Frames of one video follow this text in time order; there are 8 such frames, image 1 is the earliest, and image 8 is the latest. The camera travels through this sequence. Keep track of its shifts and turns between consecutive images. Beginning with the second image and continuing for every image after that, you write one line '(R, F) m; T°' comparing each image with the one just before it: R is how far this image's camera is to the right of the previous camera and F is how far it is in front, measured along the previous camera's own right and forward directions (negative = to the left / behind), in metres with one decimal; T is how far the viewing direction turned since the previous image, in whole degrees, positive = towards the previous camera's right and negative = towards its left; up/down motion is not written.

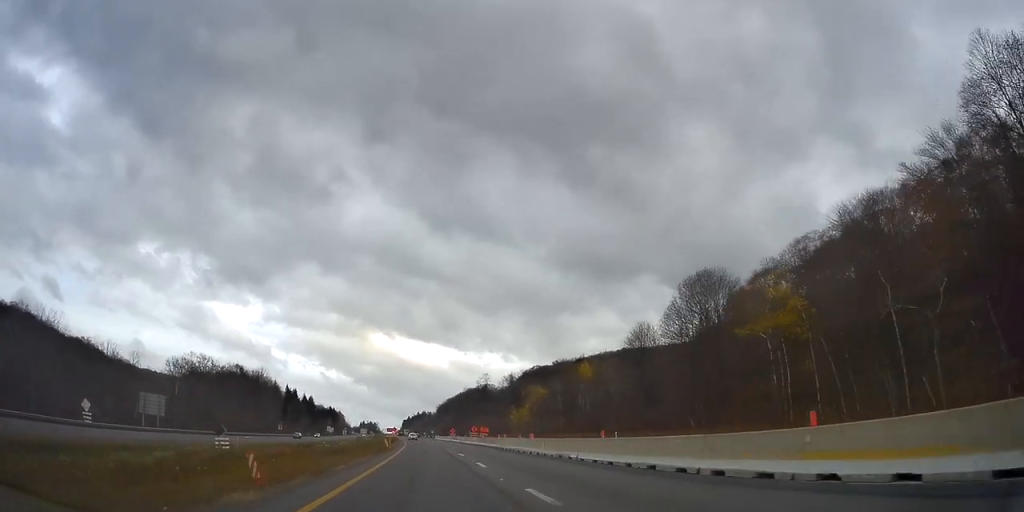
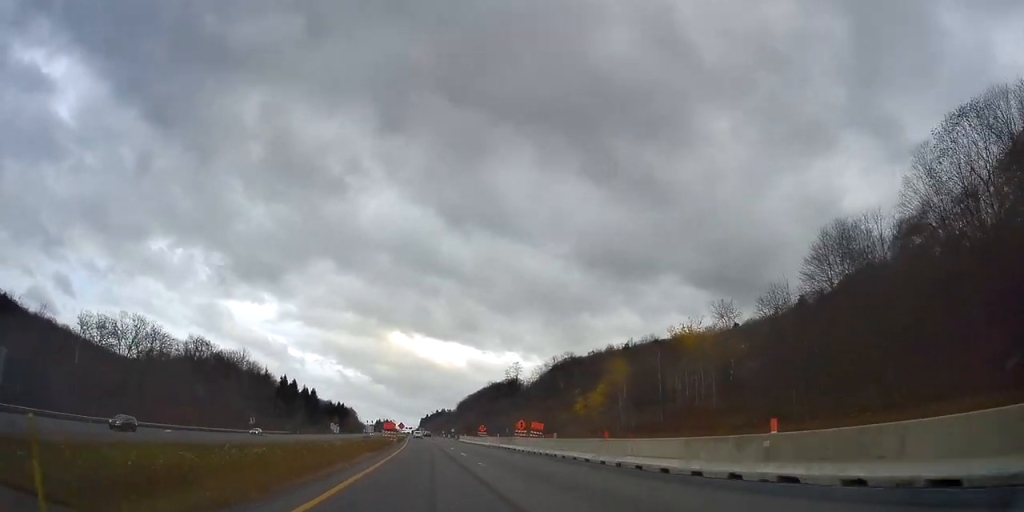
(-1.1, +50.2) m; -3°
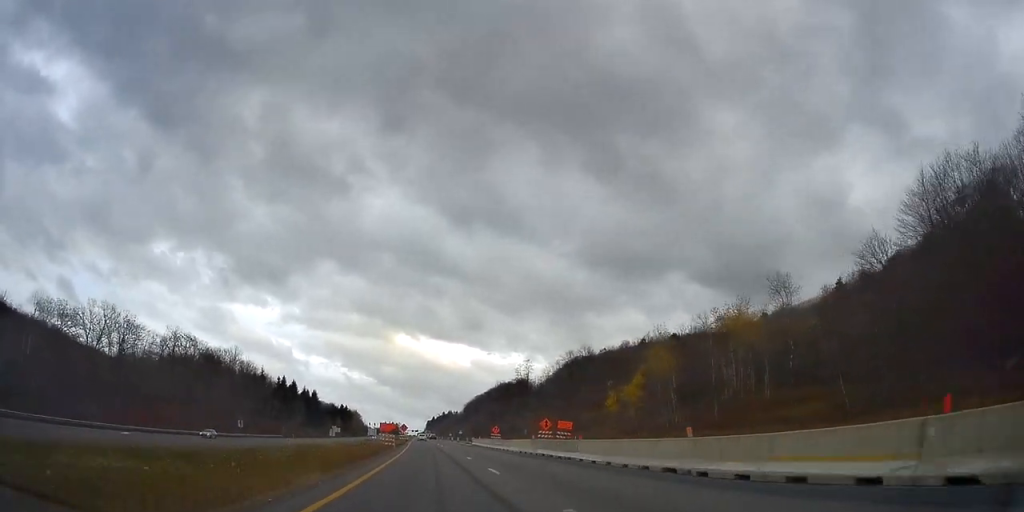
(-0.1, +14.9) m; -1°
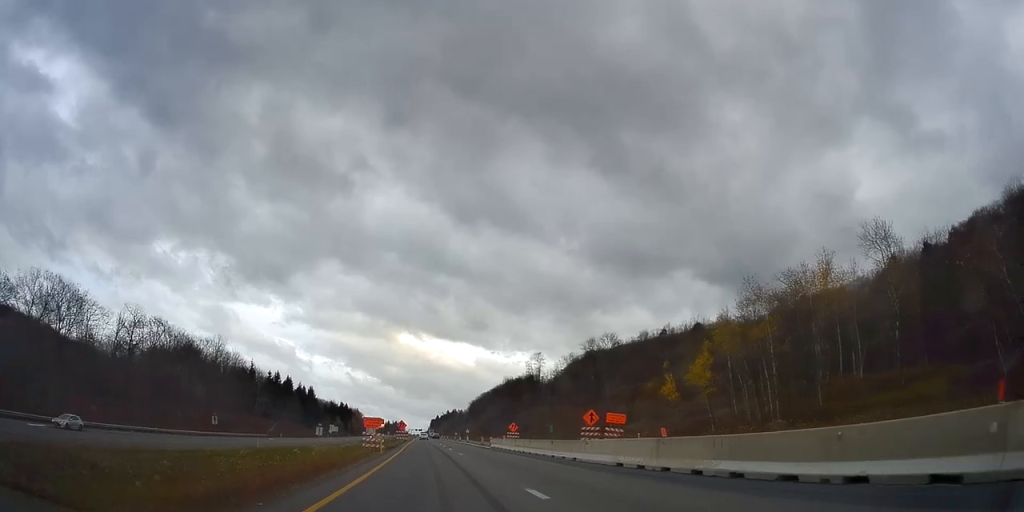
(+0.1, +19.9) m; -1°
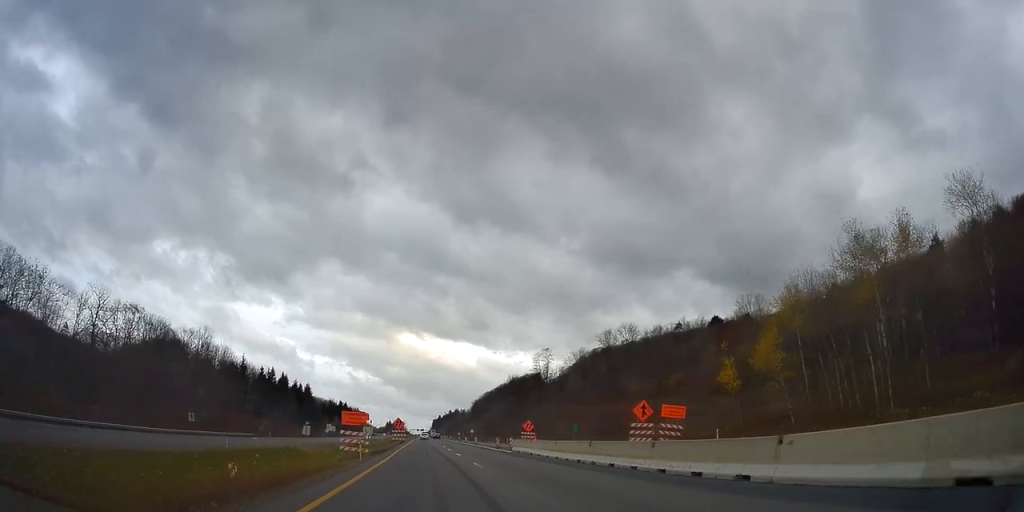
(-0.1, +13.4) m; 0°
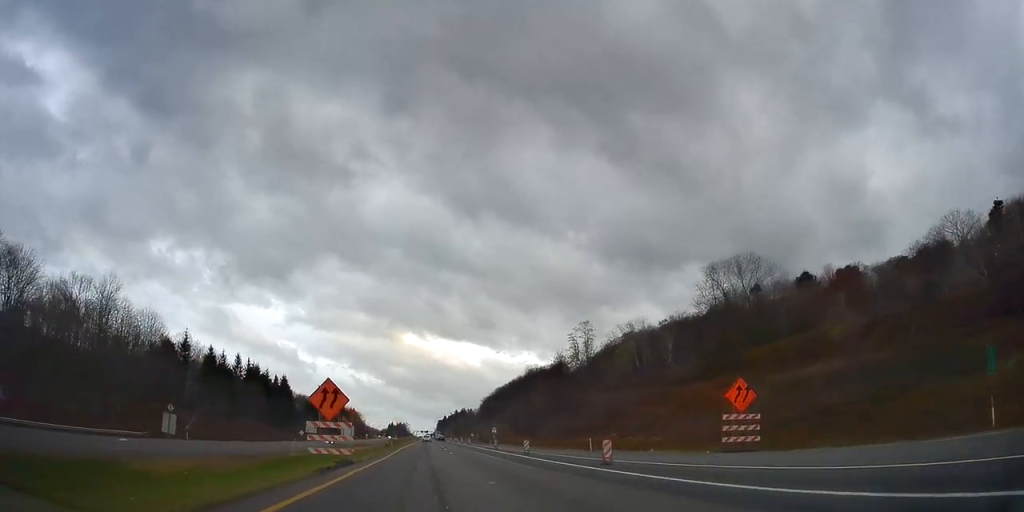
(-0.7, +56.6) m; -1°
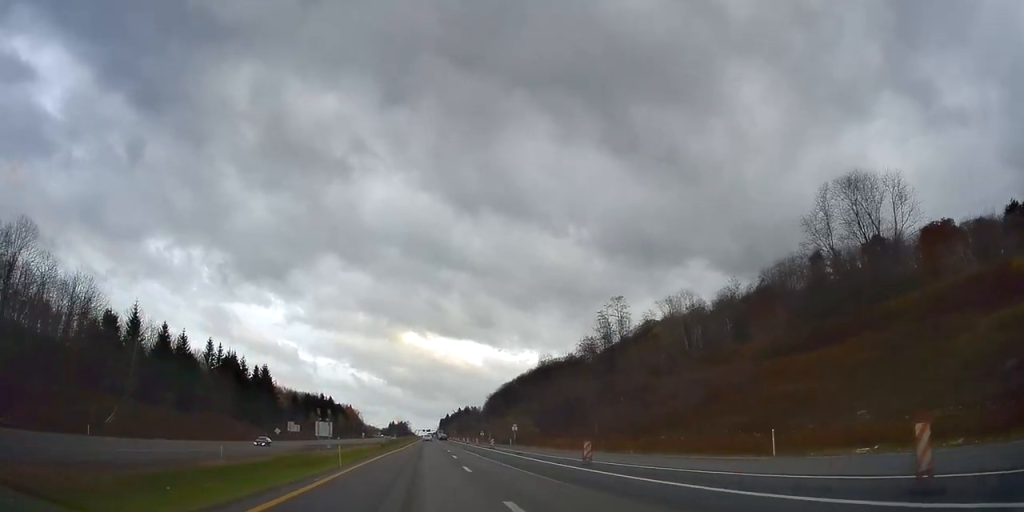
(-0.2, +31.7) m; 0°
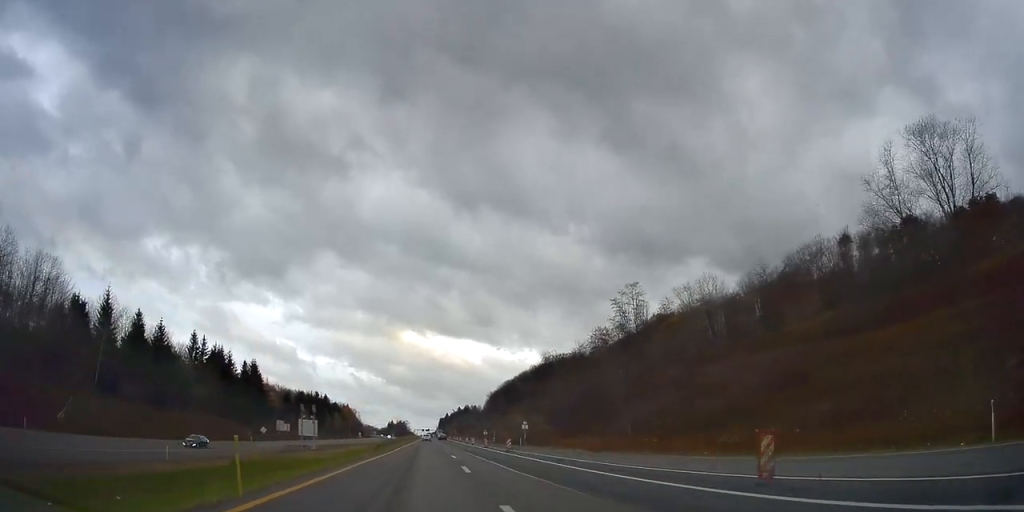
(+0.2, +12.9) m; 0°
